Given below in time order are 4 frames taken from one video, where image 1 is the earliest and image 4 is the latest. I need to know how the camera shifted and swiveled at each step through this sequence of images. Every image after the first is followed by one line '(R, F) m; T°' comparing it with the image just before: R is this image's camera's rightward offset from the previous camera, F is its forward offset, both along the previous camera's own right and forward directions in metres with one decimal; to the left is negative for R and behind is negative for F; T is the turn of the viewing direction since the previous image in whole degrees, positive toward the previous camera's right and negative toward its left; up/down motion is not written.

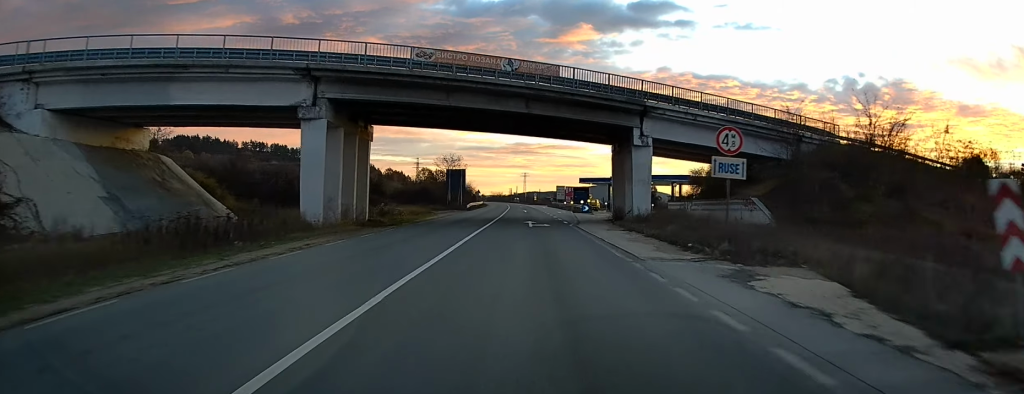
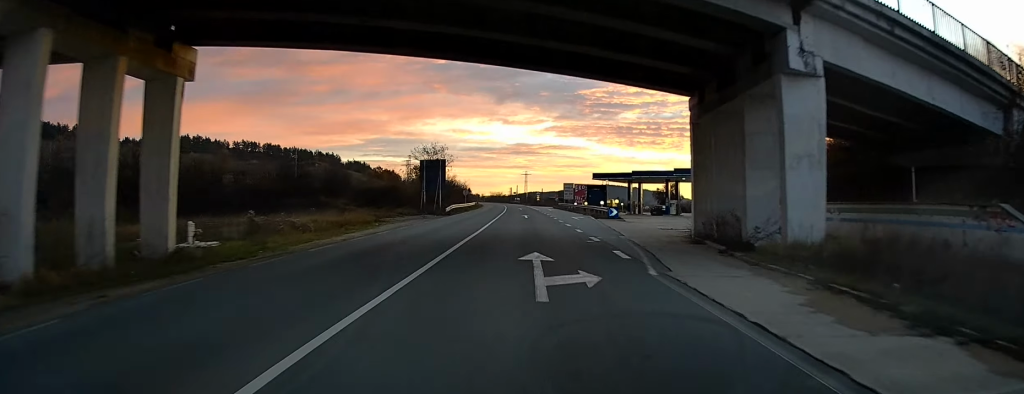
(0.0, +21.6) m; -1°
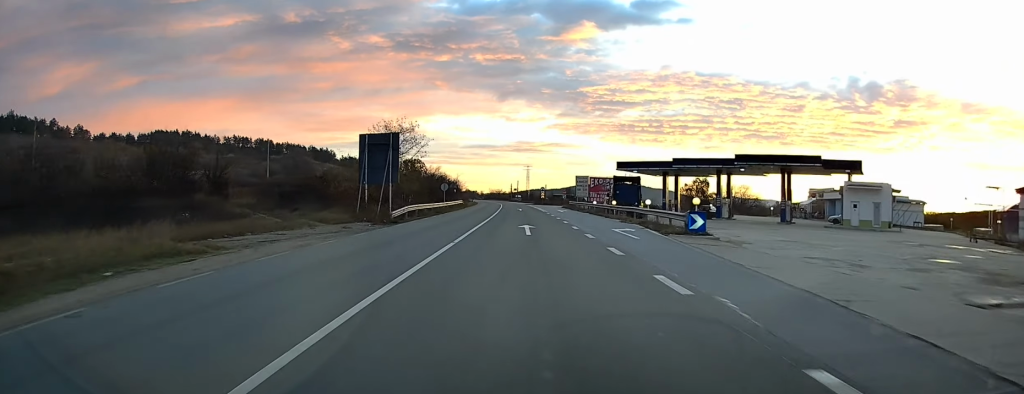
(-0.3, +23.7) m; -1°
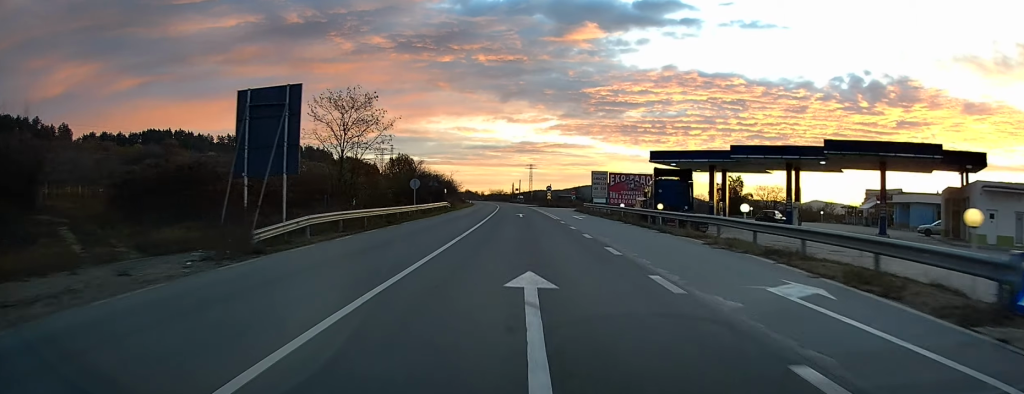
(+0.1, +17.9) m; 0°
